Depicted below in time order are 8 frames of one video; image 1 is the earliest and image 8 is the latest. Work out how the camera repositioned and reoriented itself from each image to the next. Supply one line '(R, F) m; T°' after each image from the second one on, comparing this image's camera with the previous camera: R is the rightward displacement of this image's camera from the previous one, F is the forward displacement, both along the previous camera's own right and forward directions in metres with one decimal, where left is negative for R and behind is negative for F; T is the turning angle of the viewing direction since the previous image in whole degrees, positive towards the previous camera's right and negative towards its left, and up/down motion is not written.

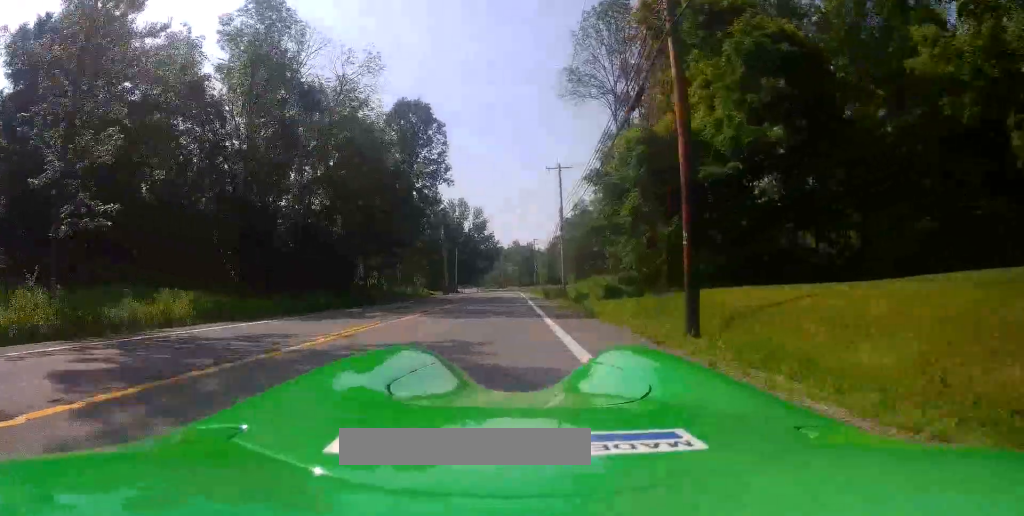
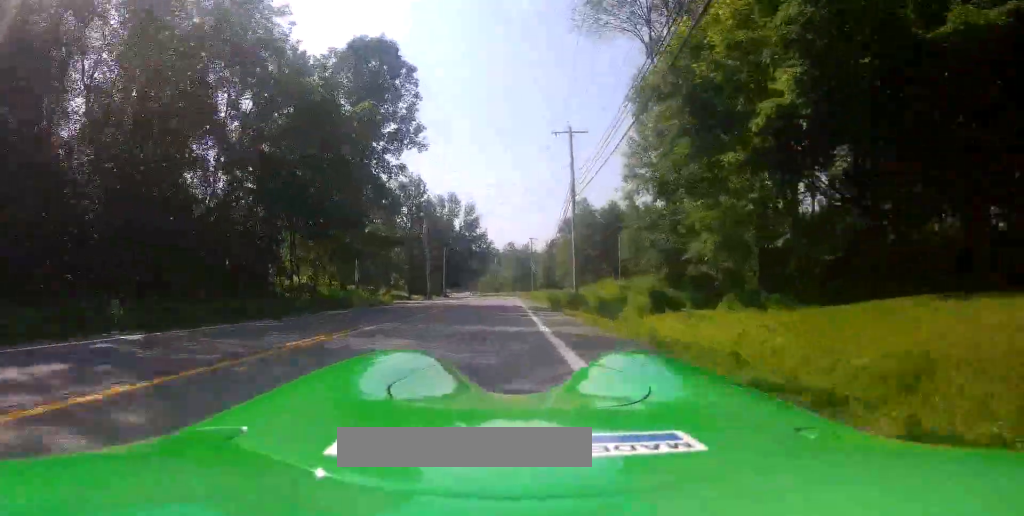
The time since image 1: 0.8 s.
(0.0, +13.7) m; 0°
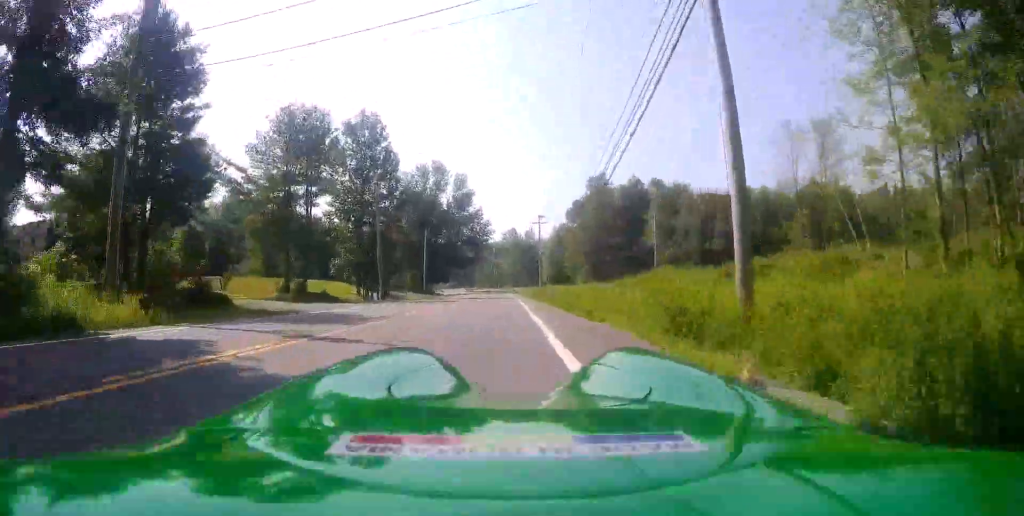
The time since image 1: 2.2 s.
(-0.4, +27.0) m; -2°
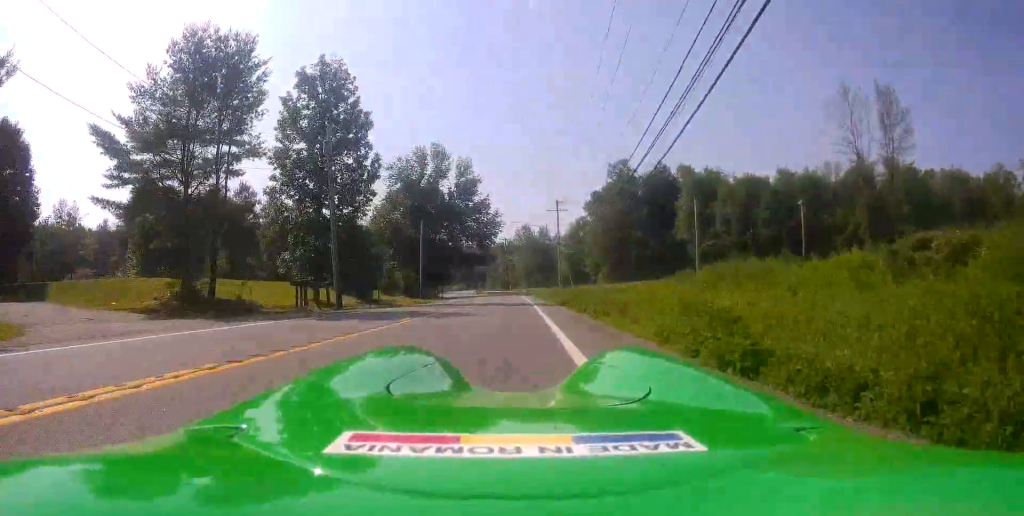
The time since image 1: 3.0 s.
(-0.2, +14.1) m; -1°
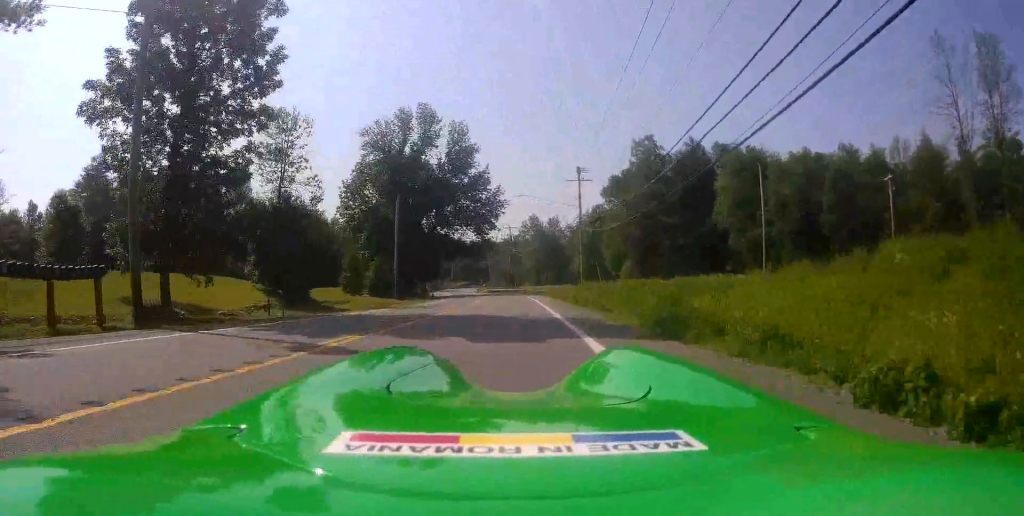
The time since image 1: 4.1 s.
(0.0, +18.4) m; 0°
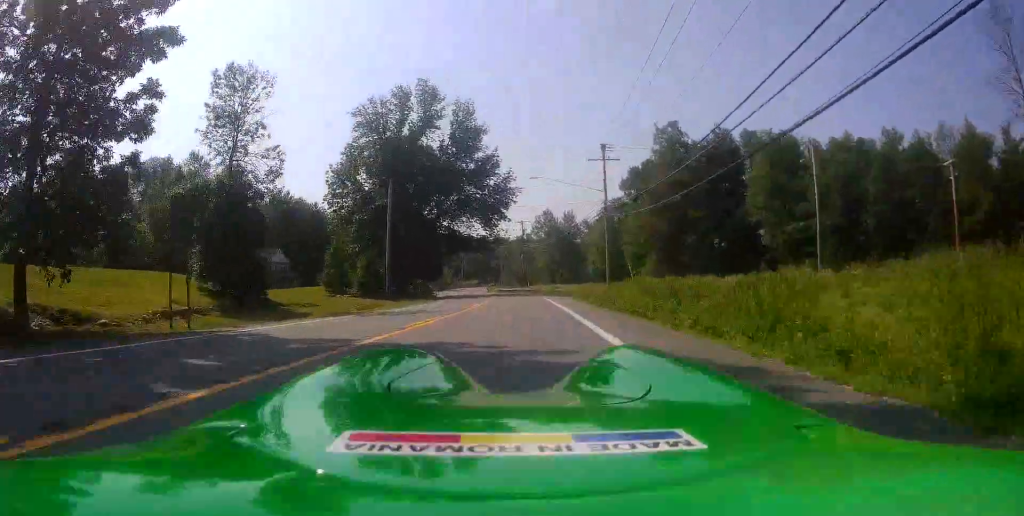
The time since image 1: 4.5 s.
(0.0, +8.0) m; 0°
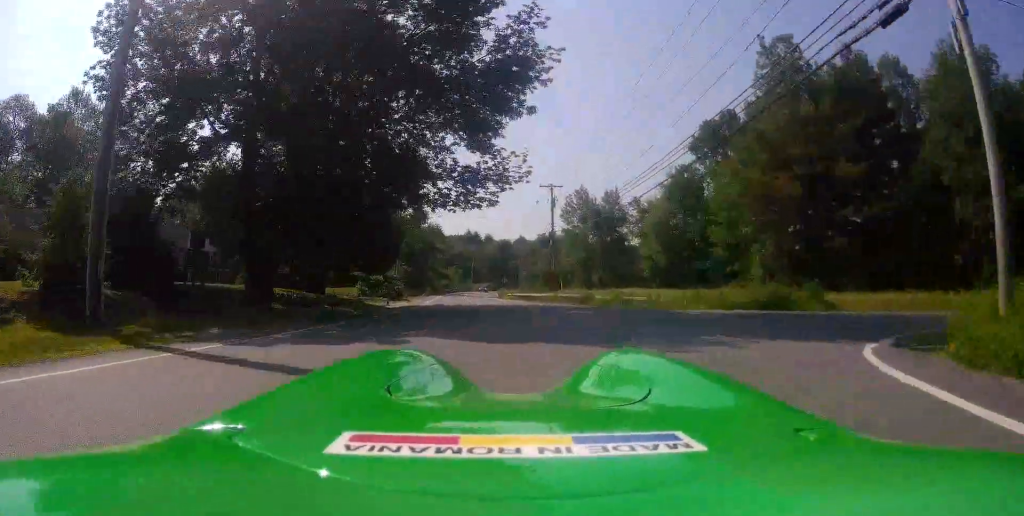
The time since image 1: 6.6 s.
(0.0, +36.3) m; -2°
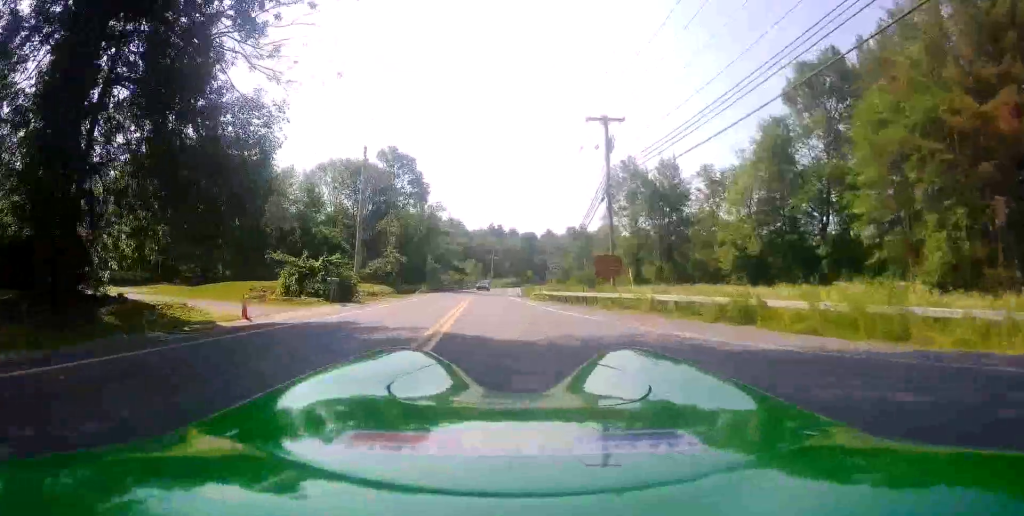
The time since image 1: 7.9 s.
(-0.9, +23.6) m; -4°
